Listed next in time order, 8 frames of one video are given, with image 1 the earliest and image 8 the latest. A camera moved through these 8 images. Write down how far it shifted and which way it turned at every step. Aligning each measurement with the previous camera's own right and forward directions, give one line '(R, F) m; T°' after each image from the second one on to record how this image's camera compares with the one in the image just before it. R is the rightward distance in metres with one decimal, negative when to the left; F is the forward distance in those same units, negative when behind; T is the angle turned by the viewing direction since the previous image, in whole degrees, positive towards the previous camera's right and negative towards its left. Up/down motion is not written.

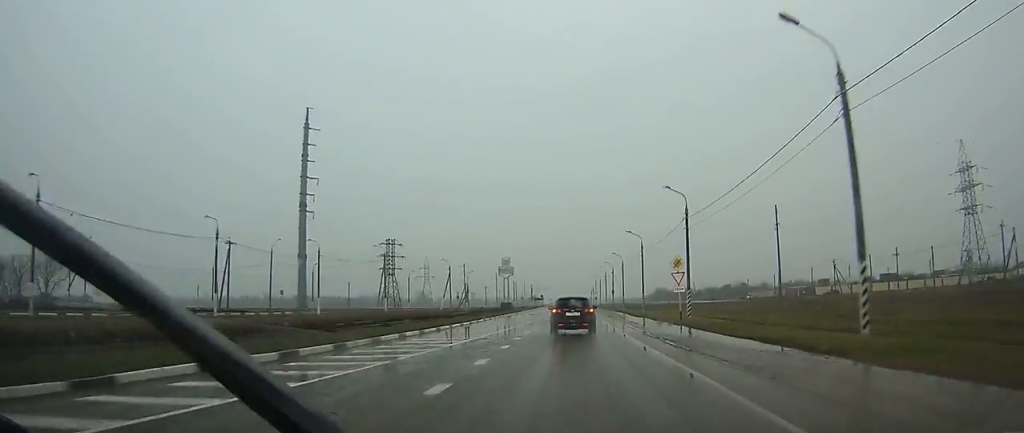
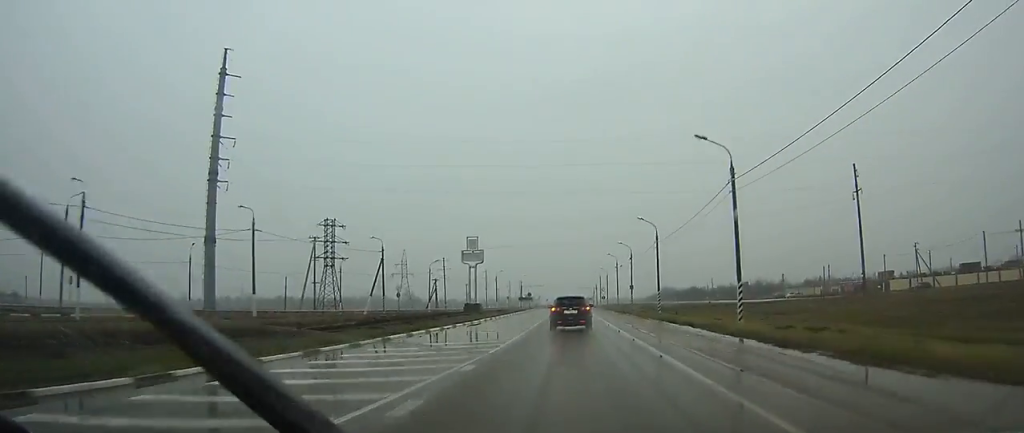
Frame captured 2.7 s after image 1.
(0.0, +37.5) m; 0°
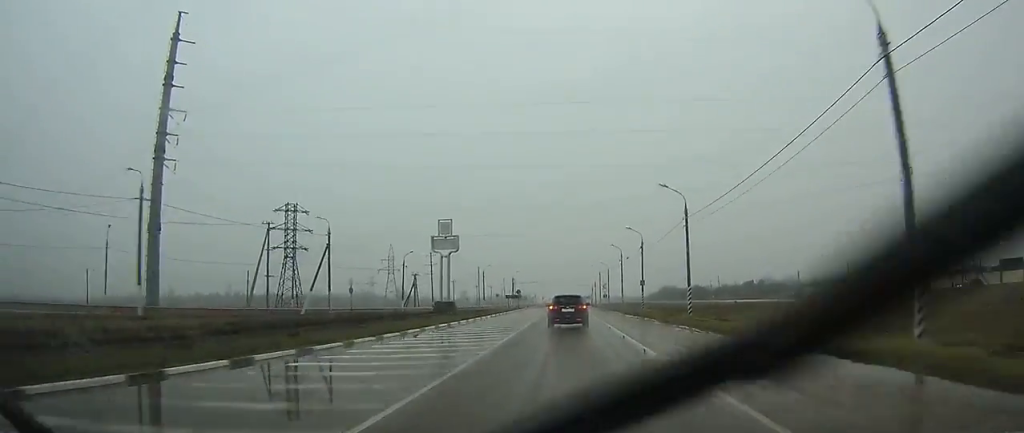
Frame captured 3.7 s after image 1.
(0.0, +15.1) m; 0°
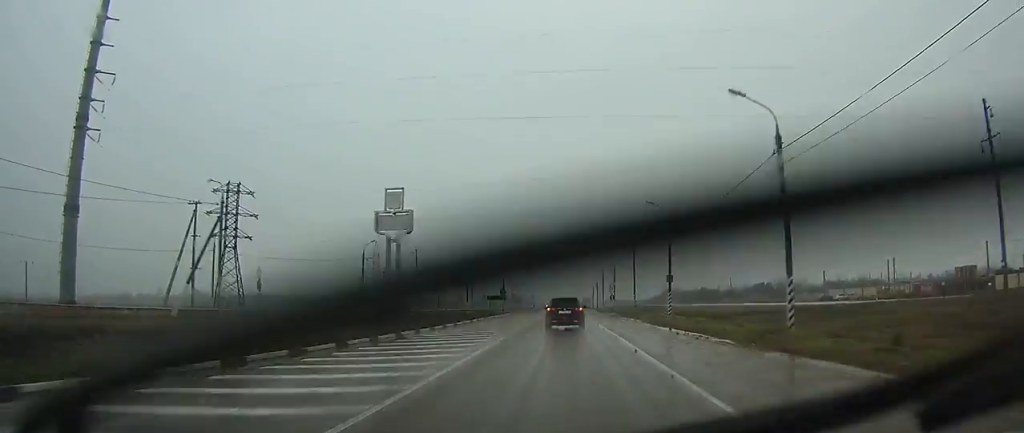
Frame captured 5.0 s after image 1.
(+0.1, +17.9) m; 0°
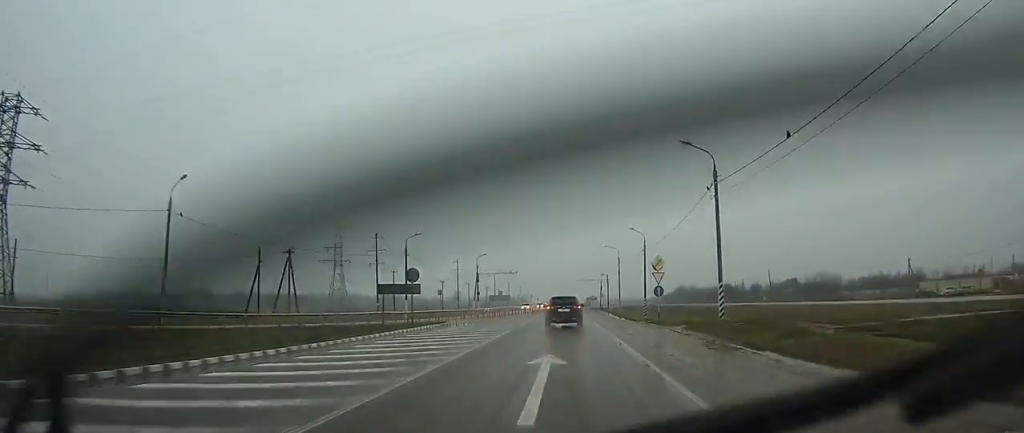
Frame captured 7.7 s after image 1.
(-0.2, +38.8) m; 0°
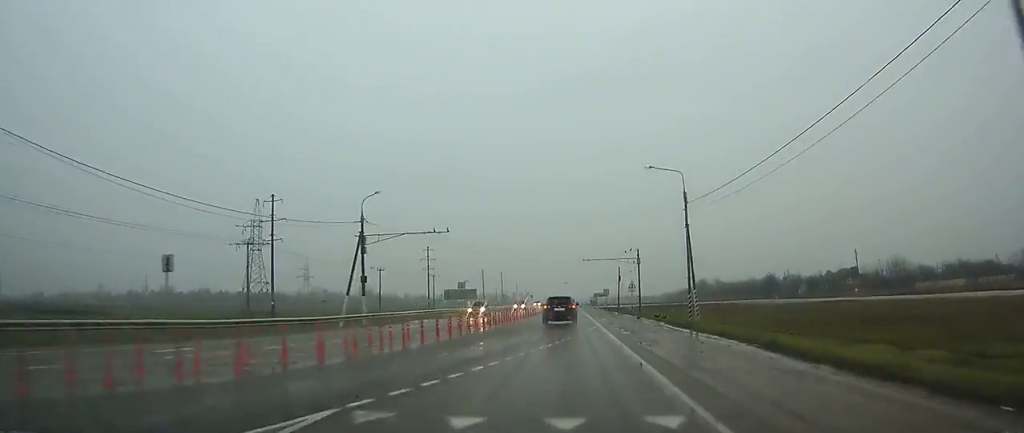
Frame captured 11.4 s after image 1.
(-0.1, +52.9) m; 0°
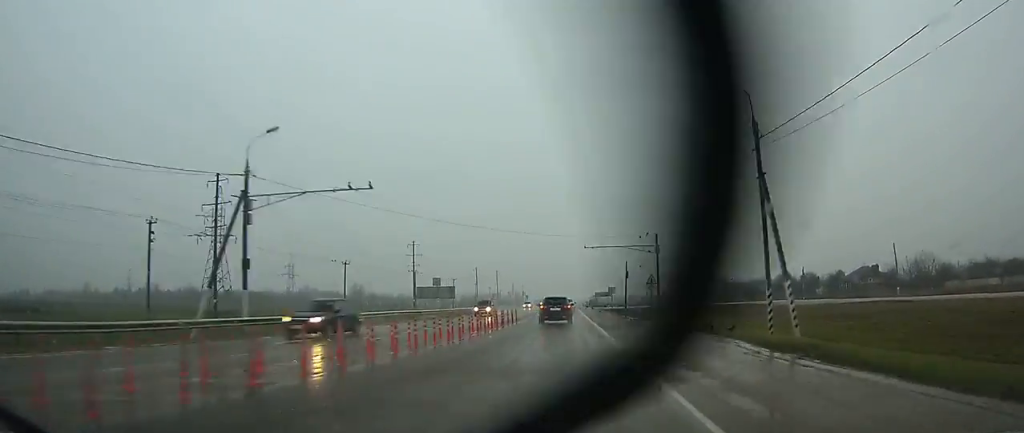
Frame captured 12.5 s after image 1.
(-0.1, +15.8) m; 0°
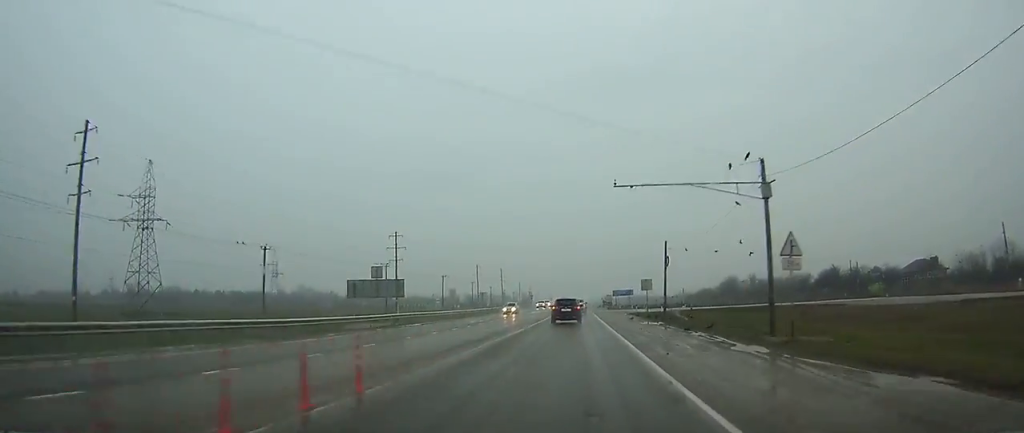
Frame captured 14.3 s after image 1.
(-0.1, +26.9) m; 0°
